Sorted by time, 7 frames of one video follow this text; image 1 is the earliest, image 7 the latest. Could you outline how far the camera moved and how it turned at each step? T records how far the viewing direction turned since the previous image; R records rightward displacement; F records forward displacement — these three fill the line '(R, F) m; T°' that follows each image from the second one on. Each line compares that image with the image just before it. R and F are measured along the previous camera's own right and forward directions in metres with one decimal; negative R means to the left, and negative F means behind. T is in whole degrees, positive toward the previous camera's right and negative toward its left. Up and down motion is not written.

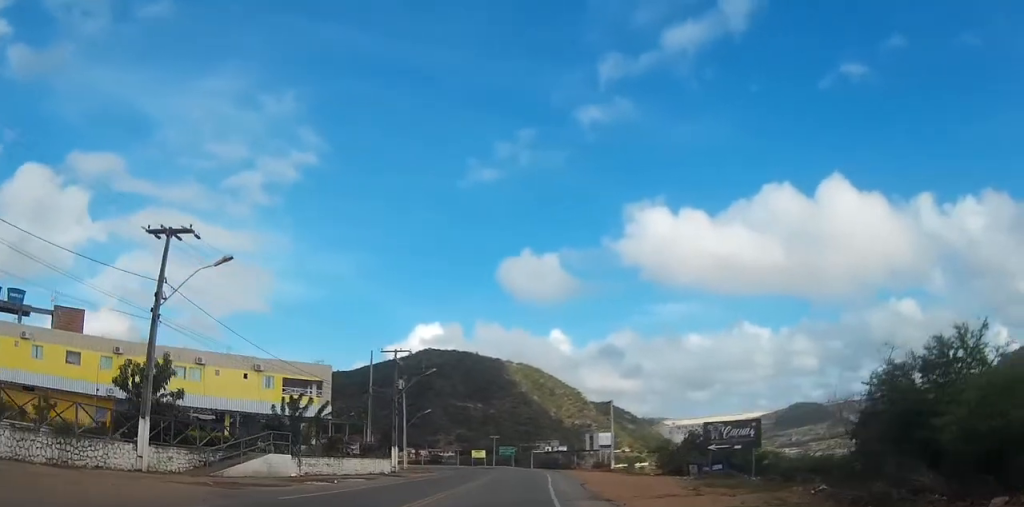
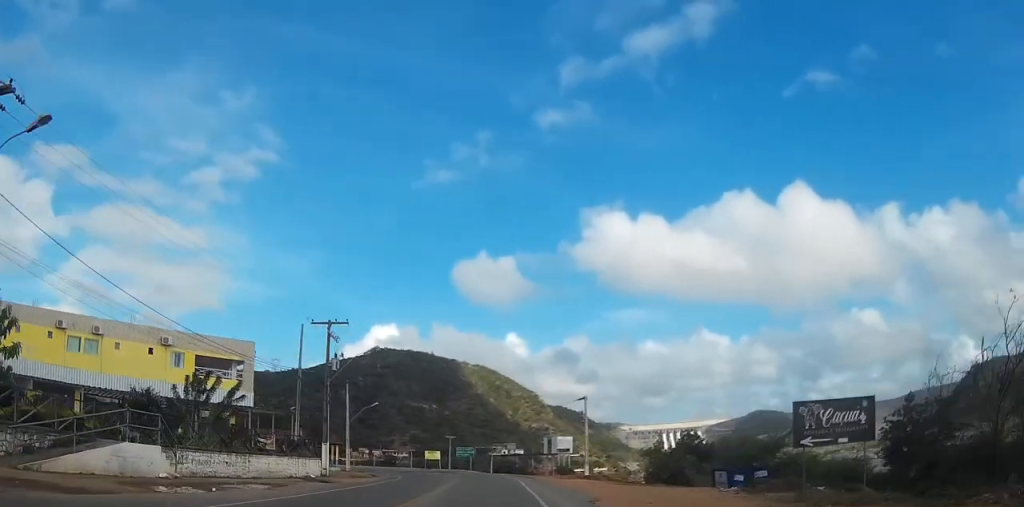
(0.0, +11.7) m; 0°
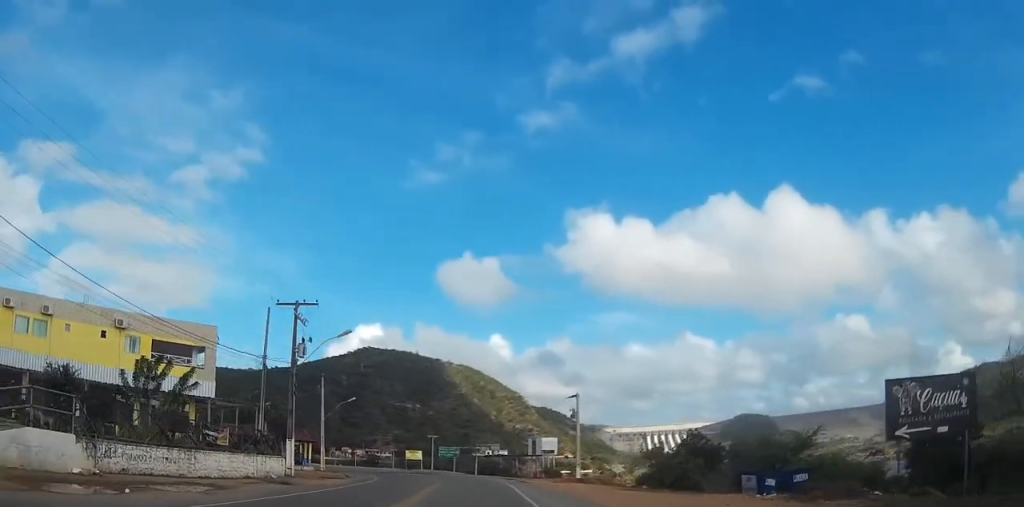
(0.0, +5.2) m; 0°
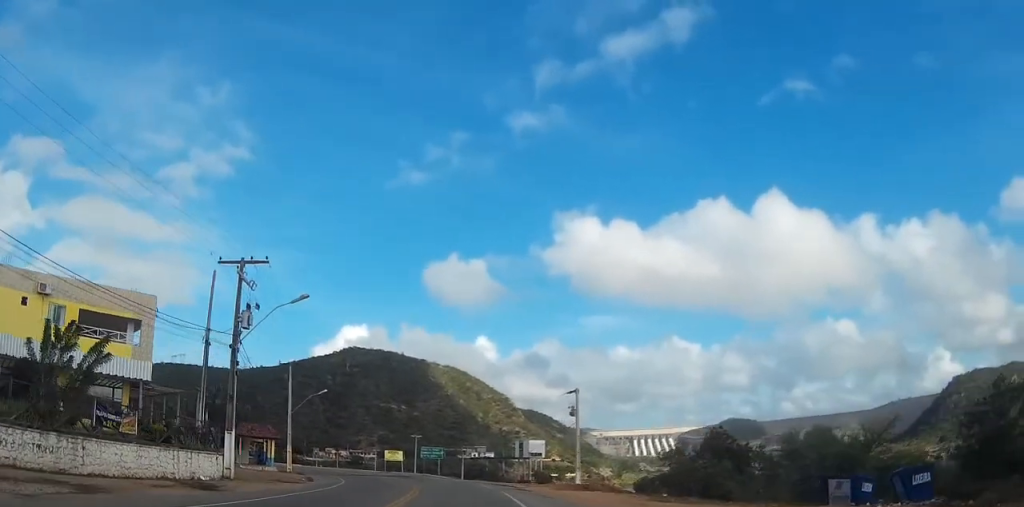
(0.0, +8.3) m; 0°
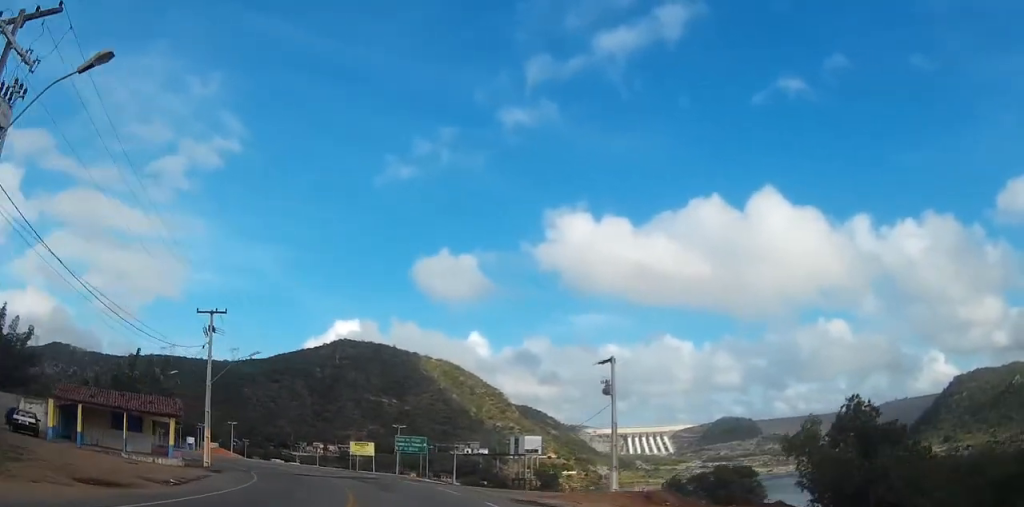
(0.0, +18.6) m; 0°
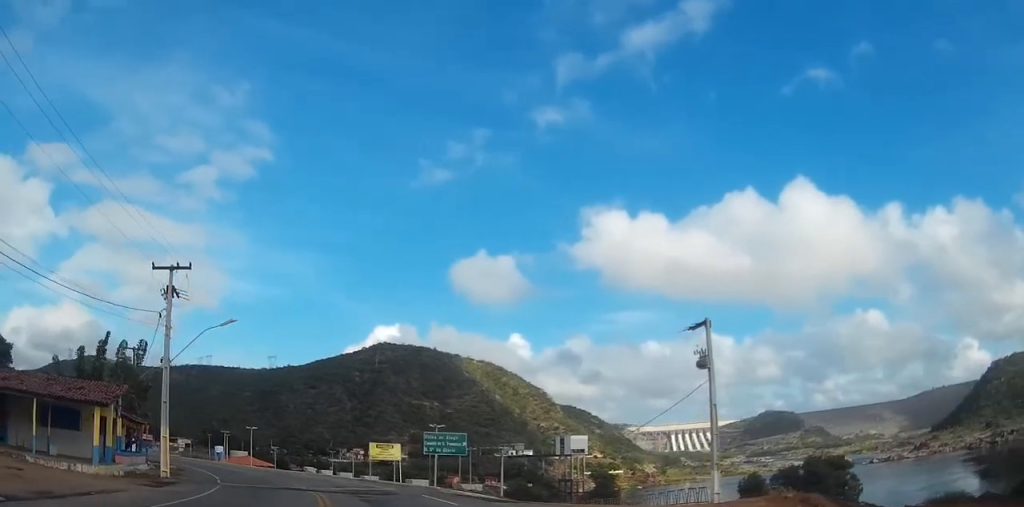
(0.0, +11.5) m; 0°
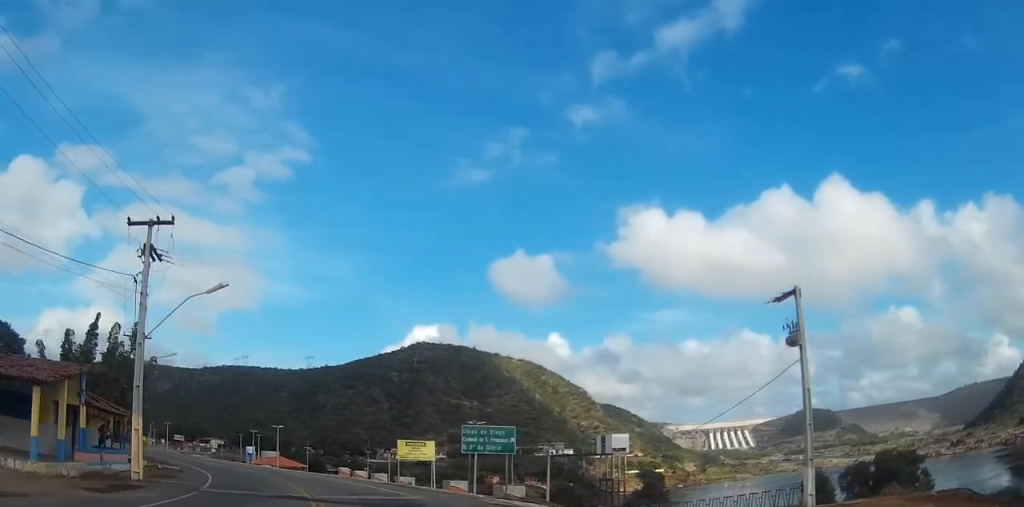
(0.0, +6.2) m; 0°
